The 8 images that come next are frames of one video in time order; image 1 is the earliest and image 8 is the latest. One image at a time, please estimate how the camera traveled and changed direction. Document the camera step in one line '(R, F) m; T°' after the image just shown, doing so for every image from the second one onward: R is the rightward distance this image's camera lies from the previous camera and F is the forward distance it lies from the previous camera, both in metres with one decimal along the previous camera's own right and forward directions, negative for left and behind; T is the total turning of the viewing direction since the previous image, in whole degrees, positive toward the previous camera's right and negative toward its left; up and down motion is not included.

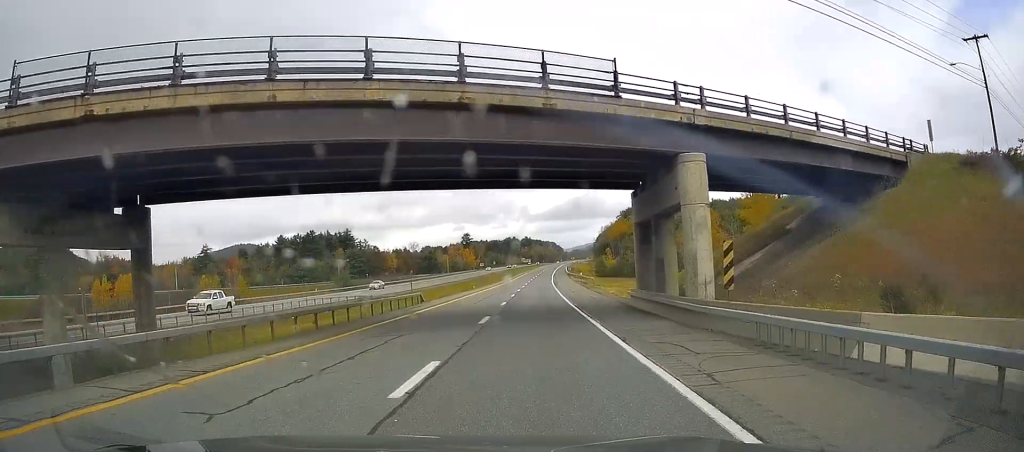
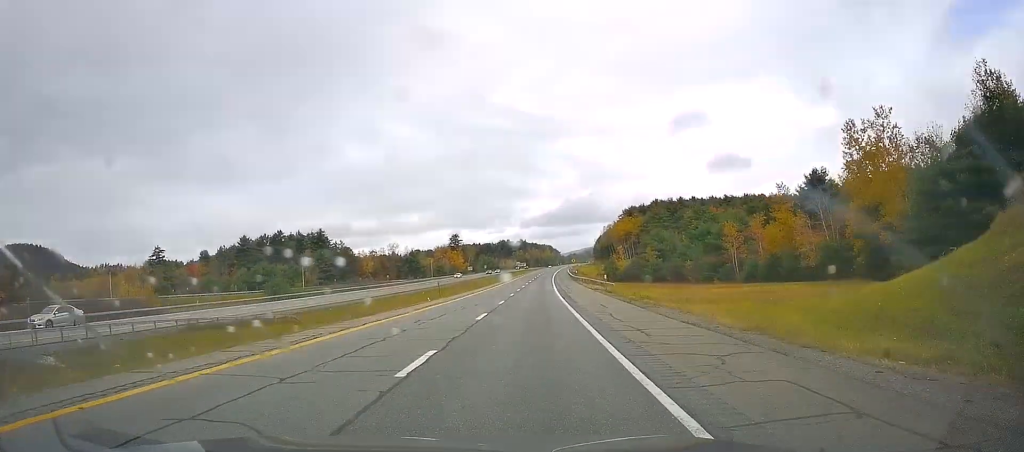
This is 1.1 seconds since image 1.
(0.0, +35.1) m; 0°
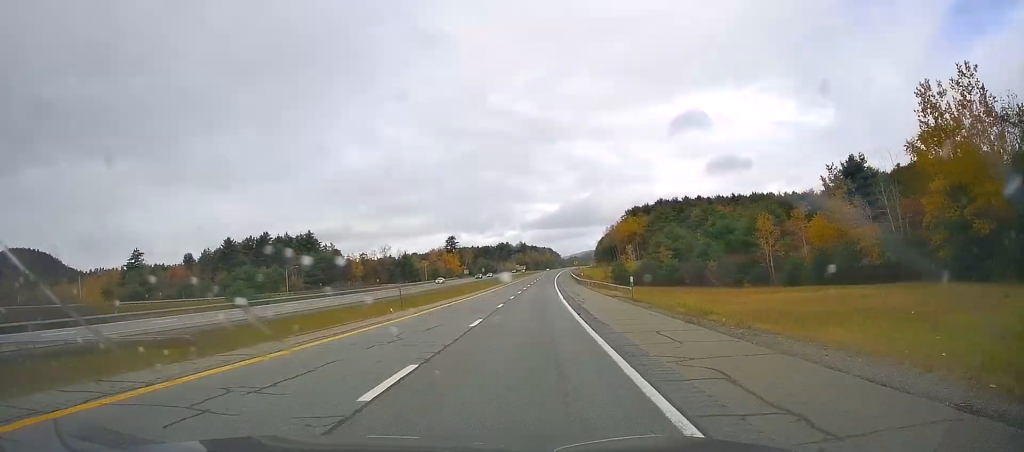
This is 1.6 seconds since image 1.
(0.0, +14.4) m; 0°
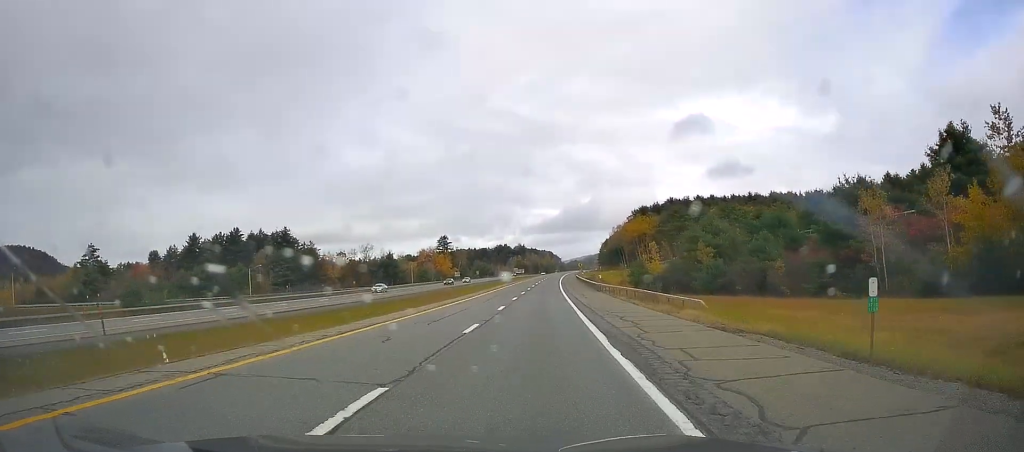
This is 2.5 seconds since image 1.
(0.0, +27.1) m; 0°
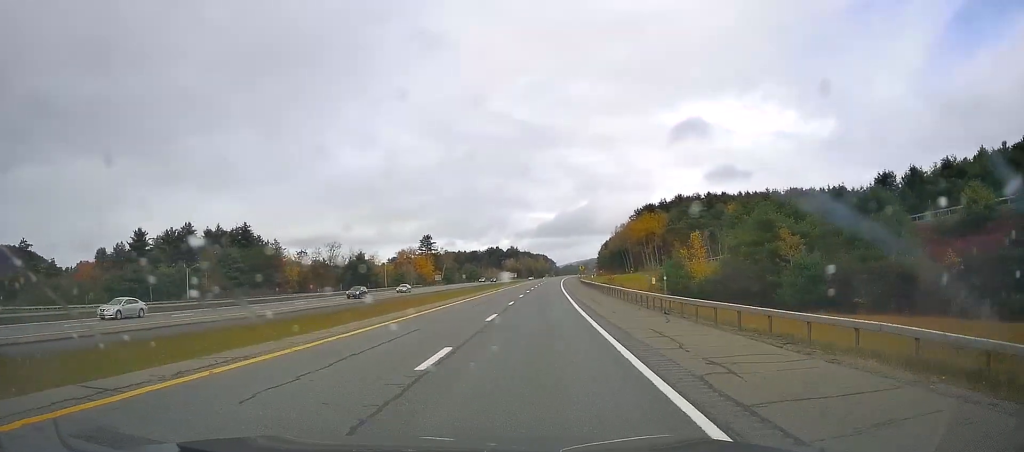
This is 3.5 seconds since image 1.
(+0.1, +31.4) m; +1°
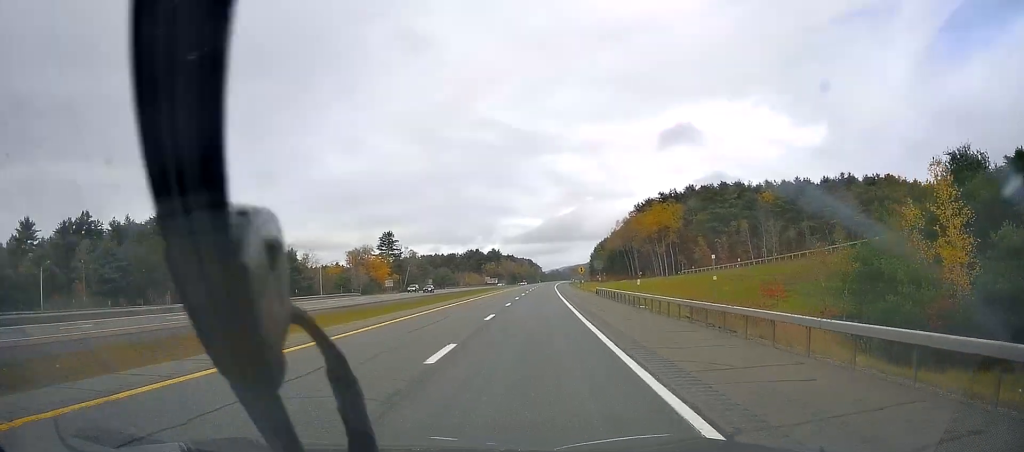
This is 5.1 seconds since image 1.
(+0.4, +47.8) m; 0°
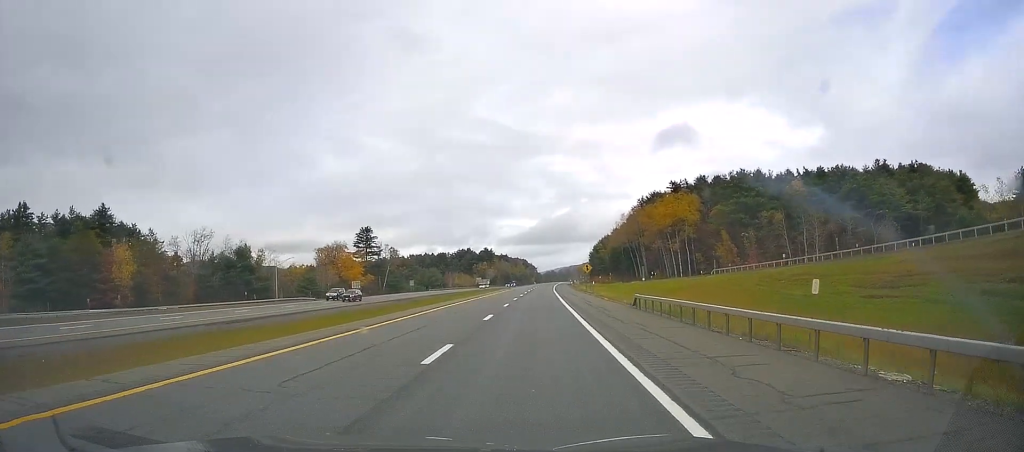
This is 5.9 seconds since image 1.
(-0.2, +24.1) m; +1°
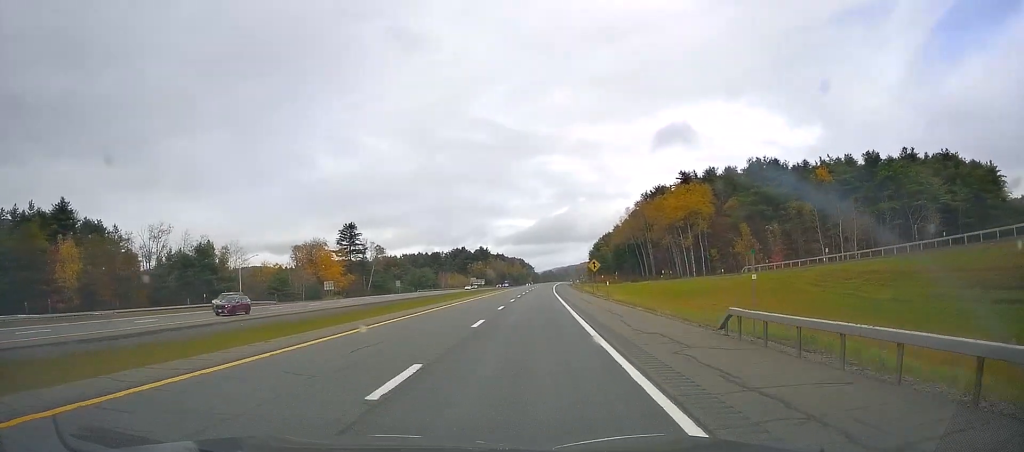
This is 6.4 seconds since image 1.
(+0.2, +15.6) m; +1°
